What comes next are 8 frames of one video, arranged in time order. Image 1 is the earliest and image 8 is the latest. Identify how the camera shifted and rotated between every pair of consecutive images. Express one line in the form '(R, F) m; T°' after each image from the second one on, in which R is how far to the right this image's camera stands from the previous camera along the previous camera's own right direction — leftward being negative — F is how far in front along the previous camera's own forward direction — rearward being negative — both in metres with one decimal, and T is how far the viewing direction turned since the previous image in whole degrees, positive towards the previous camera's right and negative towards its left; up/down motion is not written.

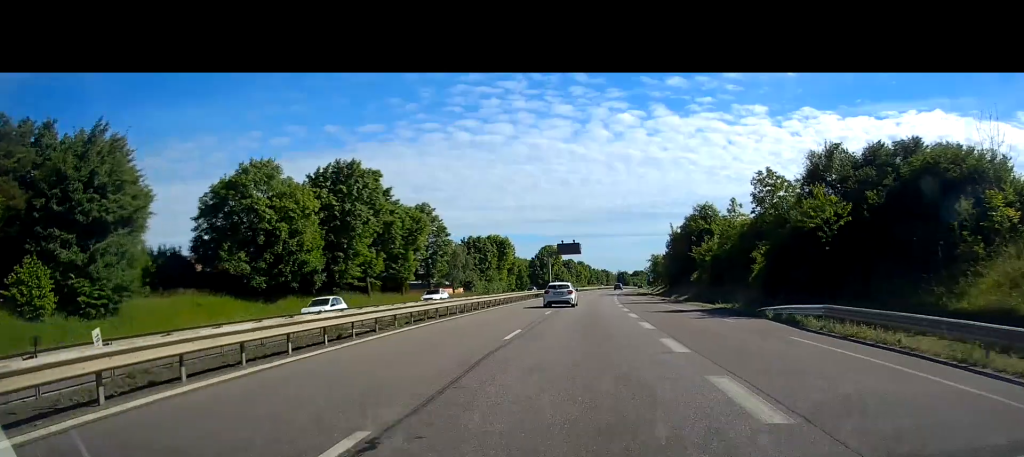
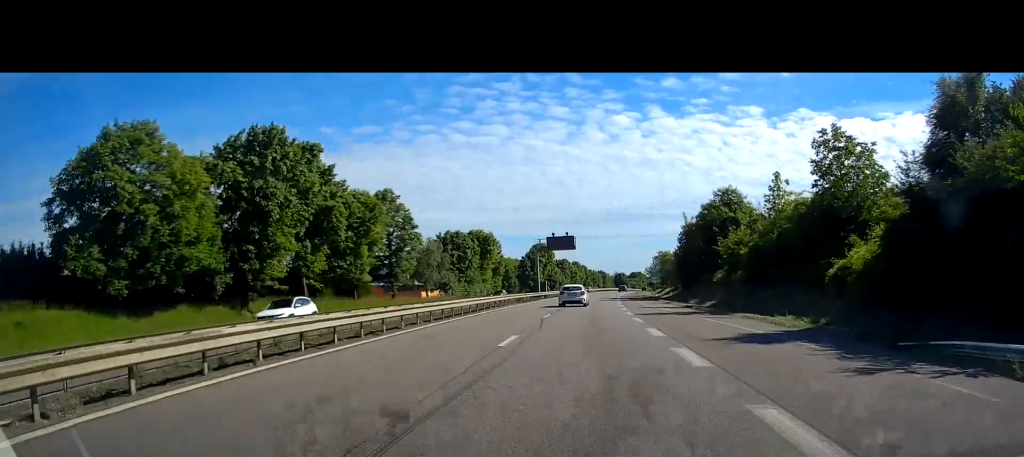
(-0.1, +15.0) m; 0°
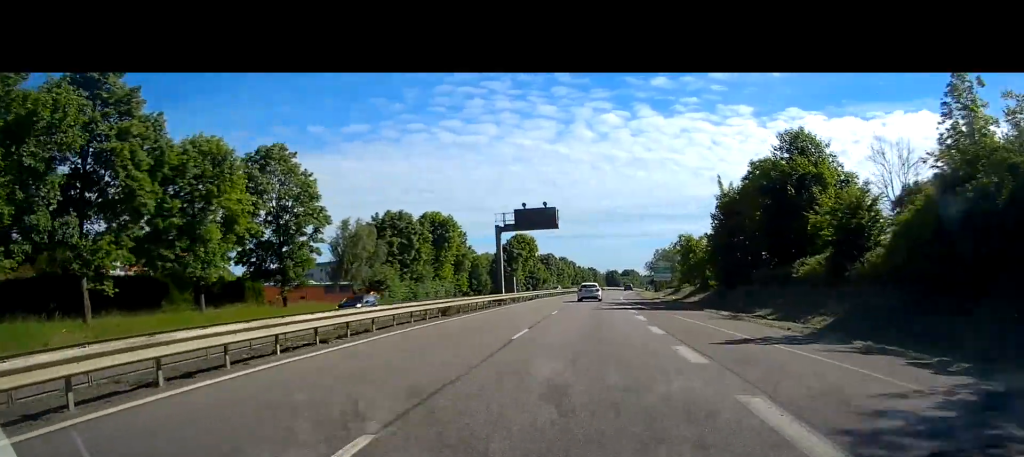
(+0.2, +25.0) m; +1°
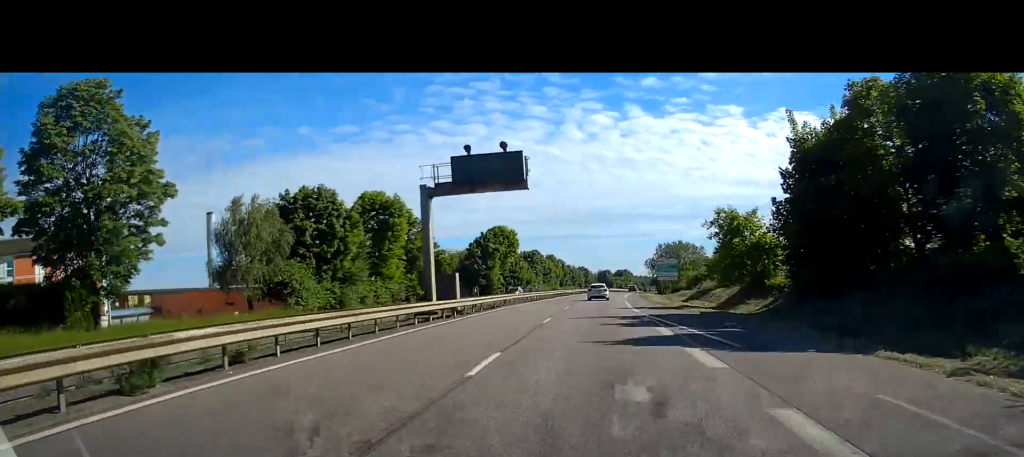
(+0.2, +20.0) m; +1°
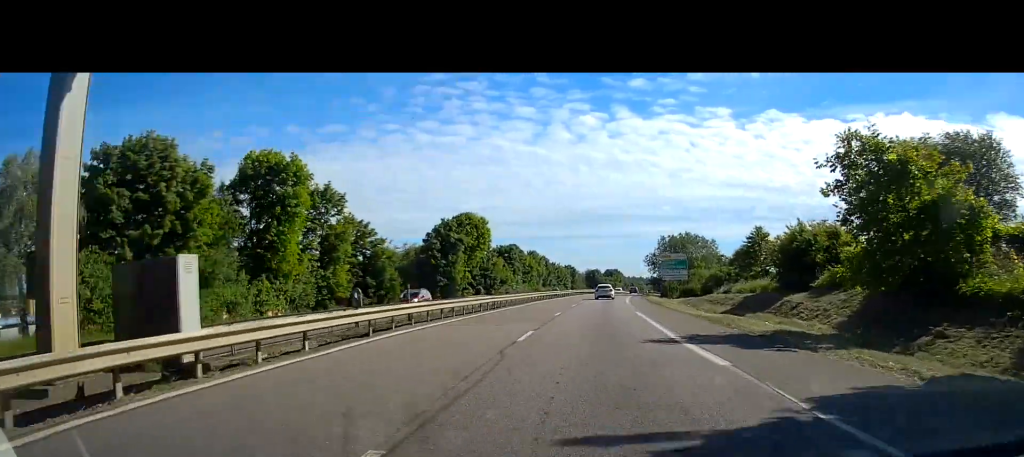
(+0.3, +20.9) m; +1°
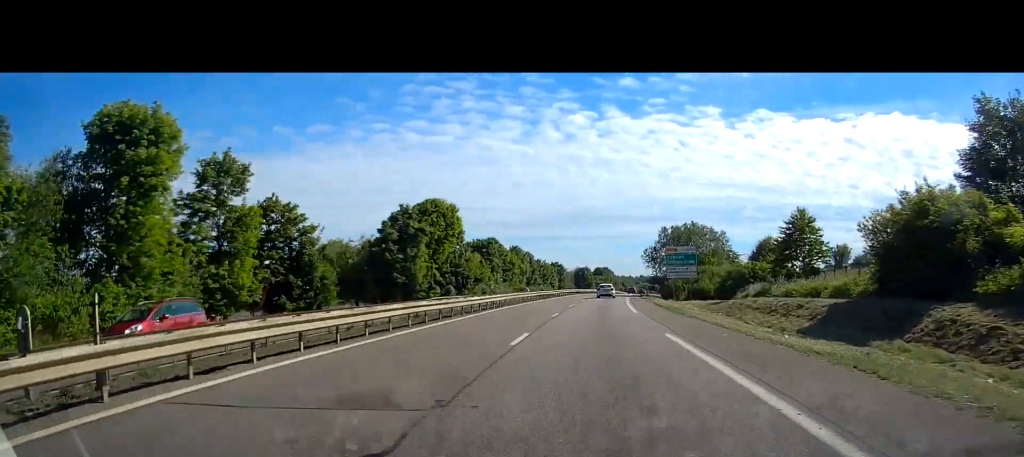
(+0.1, +14.3) m; +1°
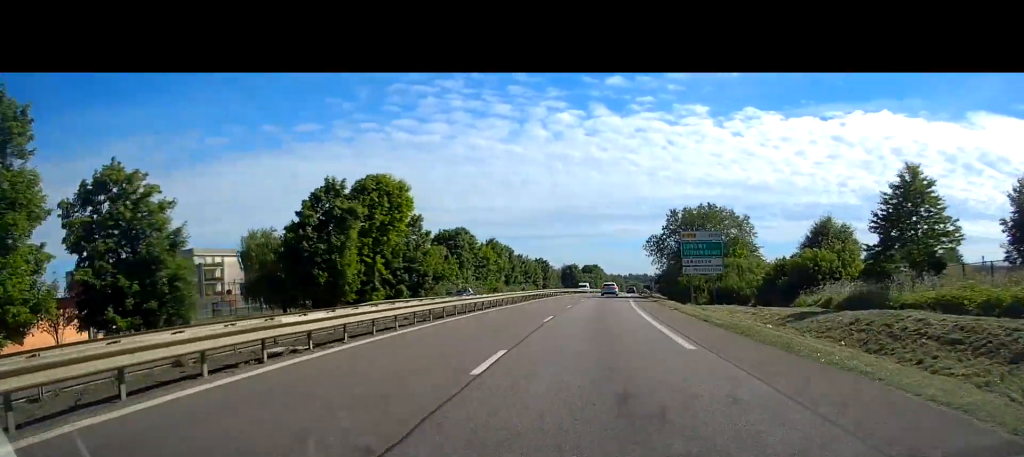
(+0.1, +17.7) m; +1°
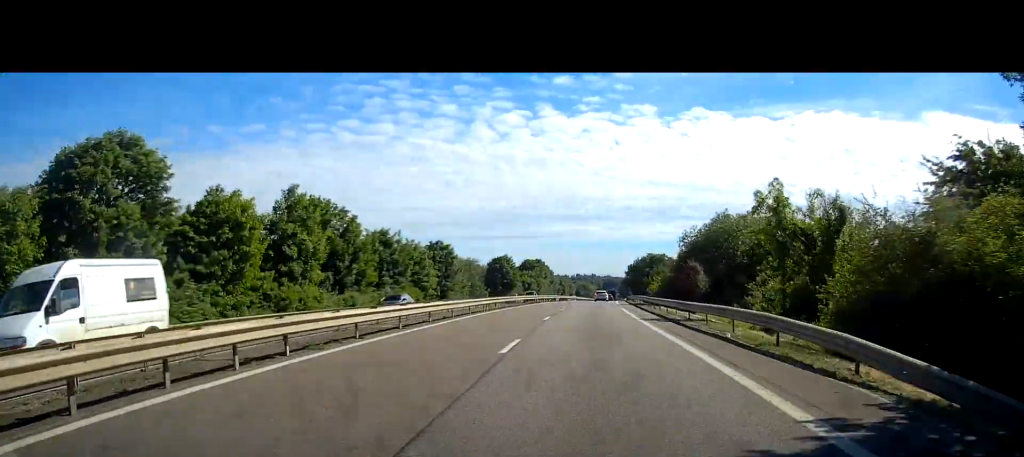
(+2.1, +62.3) m; +3°
